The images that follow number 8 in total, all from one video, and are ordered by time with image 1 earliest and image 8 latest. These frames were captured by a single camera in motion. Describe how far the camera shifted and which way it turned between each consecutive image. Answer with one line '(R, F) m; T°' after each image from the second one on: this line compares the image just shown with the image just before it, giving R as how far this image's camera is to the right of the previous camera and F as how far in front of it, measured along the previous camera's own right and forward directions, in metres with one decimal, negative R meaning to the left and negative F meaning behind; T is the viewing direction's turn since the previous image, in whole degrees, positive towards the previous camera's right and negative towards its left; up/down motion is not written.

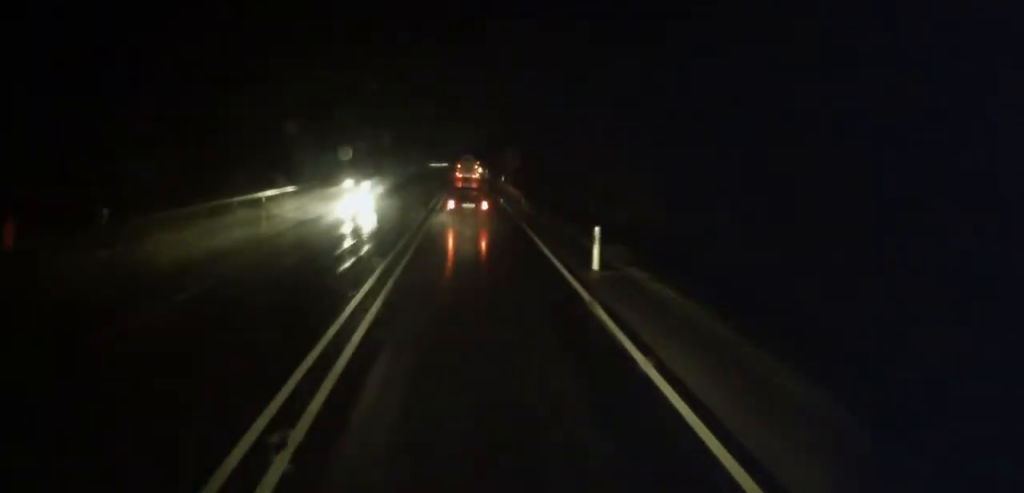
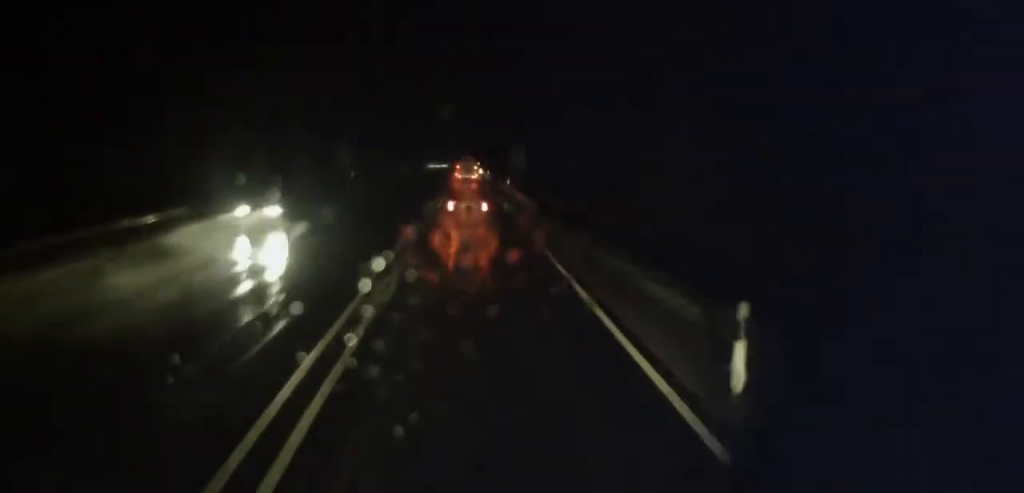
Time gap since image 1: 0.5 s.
(0.0, +9.0) m; 0°
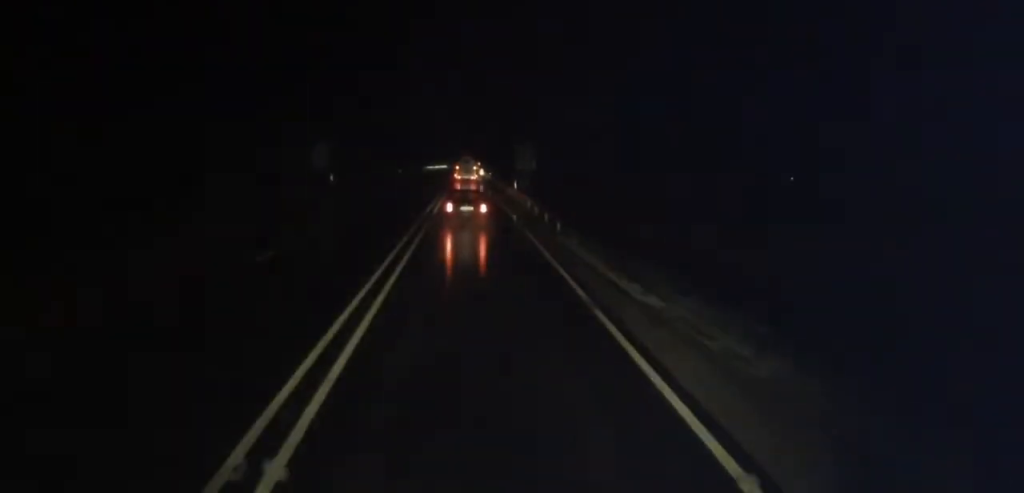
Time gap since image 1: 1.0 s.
(+0.1, +9.0) m; -1°
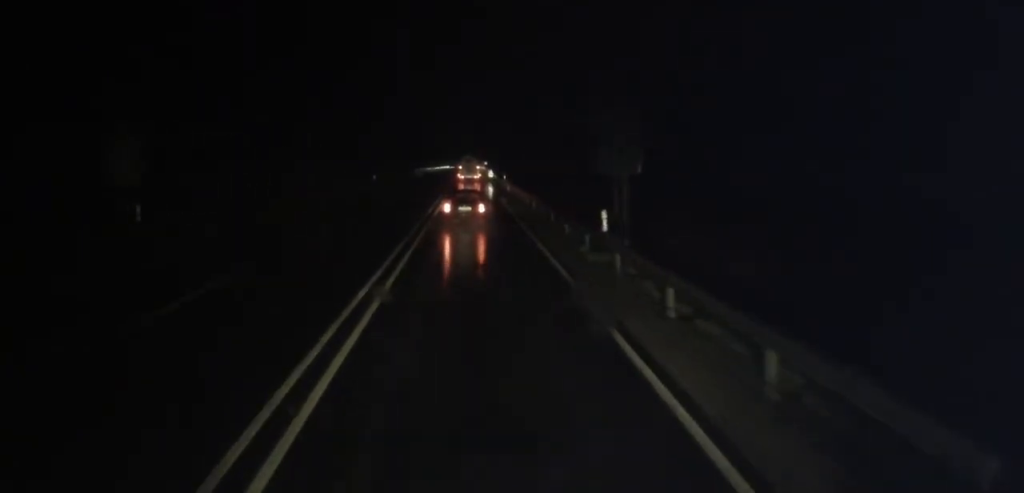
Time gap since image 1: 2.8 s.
(-0.6, +30.4) m; -1°
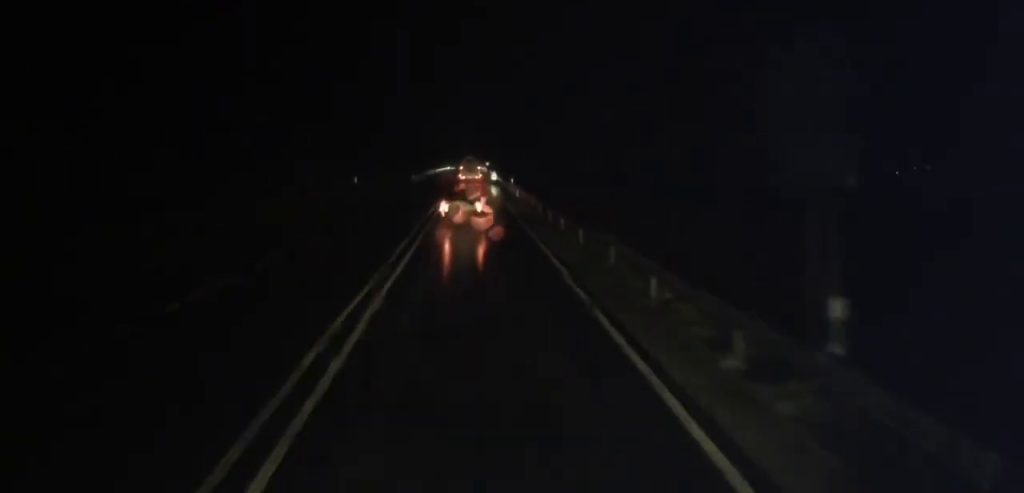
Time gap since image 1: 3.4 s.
(0.0, +11.2) m; +1°
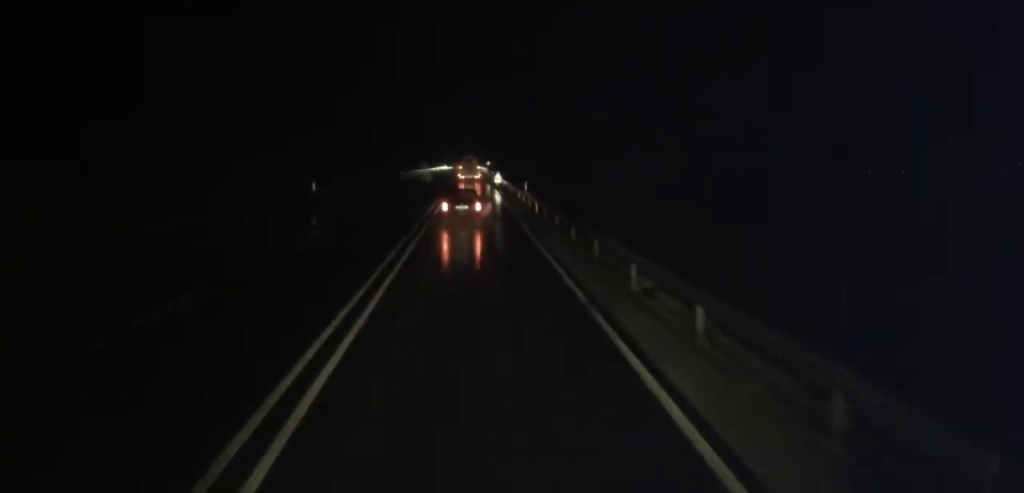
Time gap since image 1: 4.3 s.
(+0.2, +15.2) m; 0°
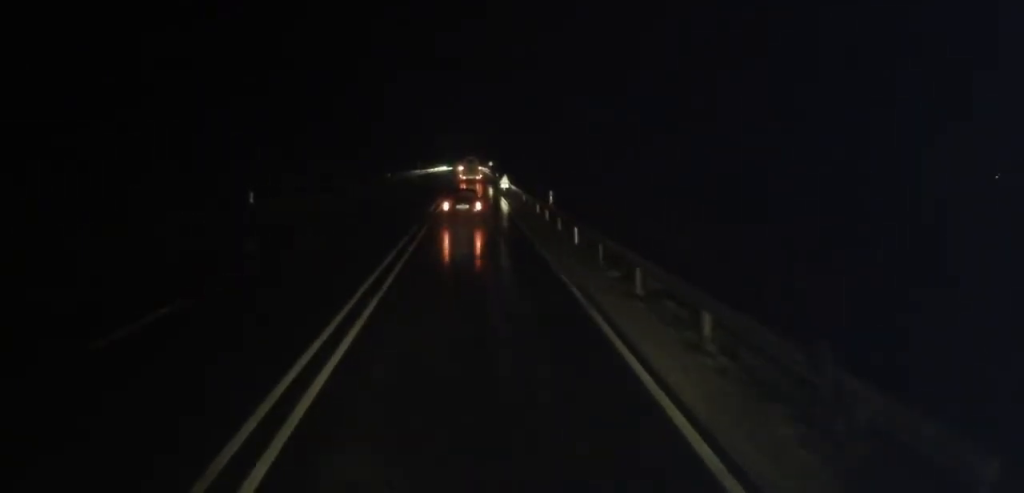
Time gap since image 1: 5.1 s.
(-0.2, +12.9) m; -1°
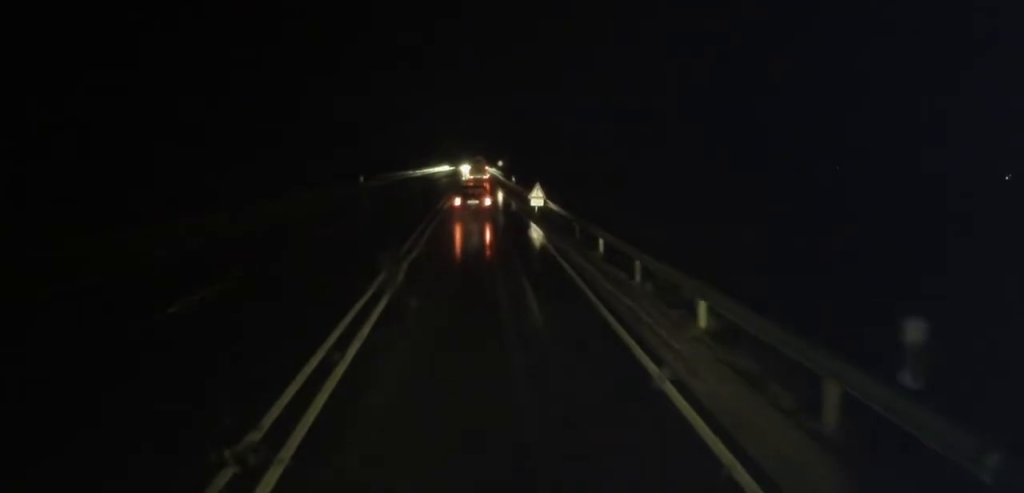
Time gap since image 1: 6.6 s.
(-0.1, +24.4) m; 0°
